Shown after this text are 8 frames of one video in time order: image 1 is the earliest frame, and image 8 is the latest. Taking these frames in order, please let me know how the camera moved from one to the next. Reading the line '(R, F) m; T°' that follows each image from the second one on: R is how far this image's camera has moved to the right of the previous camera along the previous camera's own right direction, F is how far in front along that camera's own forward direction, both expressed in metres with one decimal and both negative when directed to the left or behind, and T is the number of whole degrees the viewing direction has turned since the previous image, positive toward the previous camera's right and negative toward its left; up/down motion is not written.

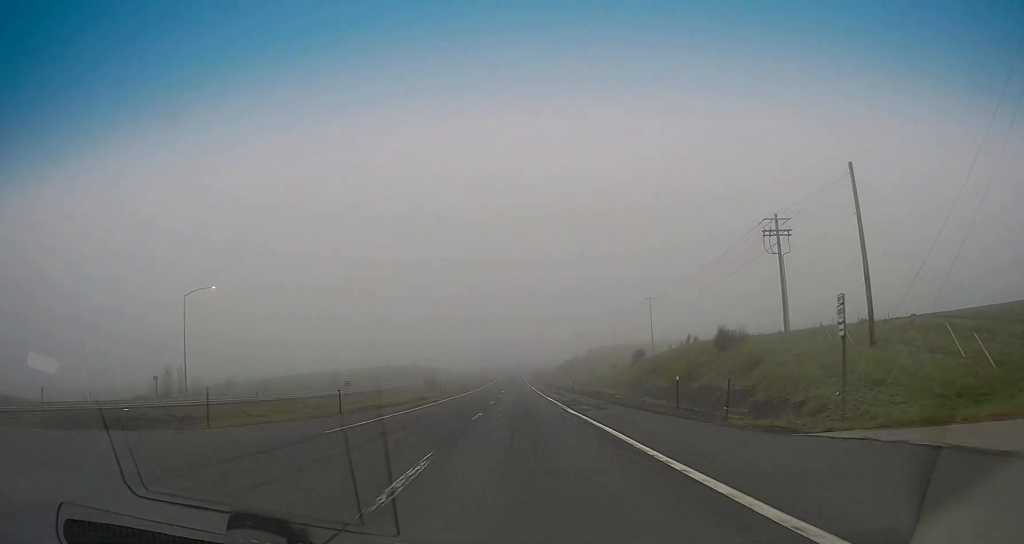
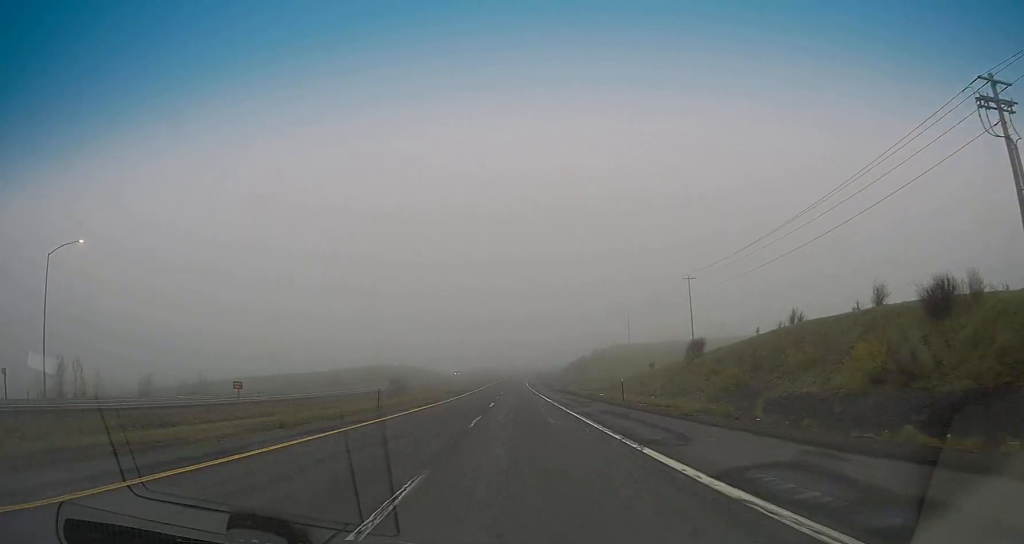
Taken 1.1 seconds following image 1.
(+0.3, +29.8) m; -1°
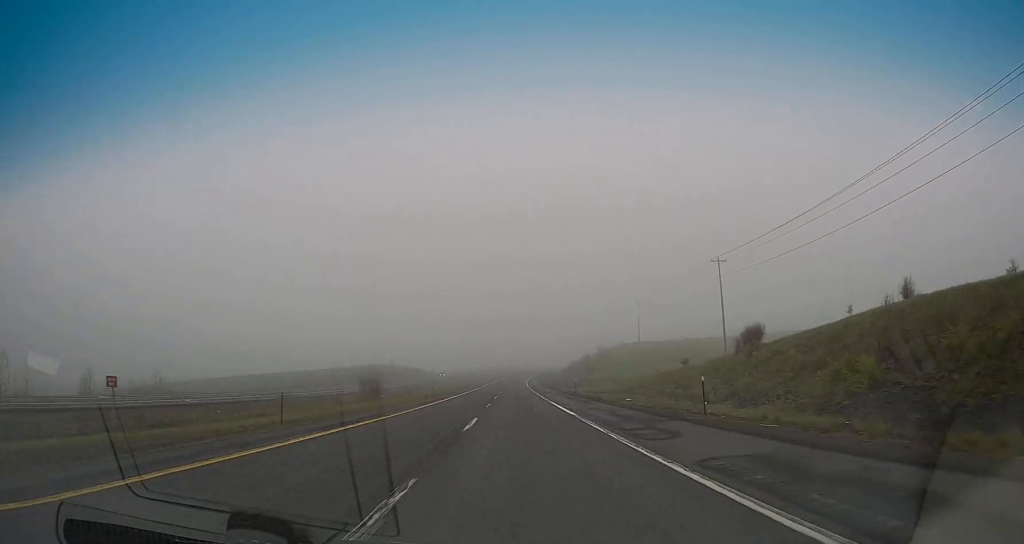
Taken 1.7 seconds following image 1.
(-0.4, +15.7) m; 0°
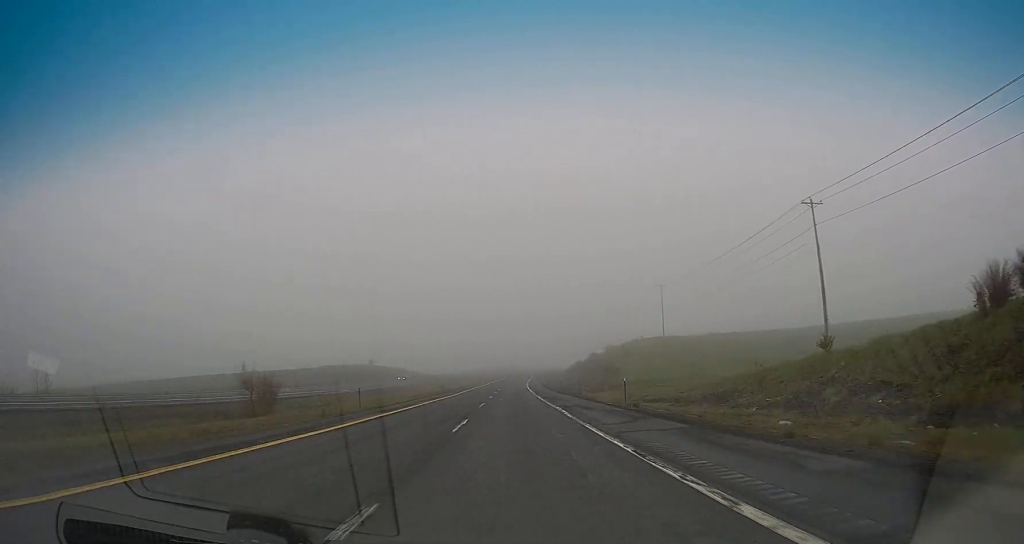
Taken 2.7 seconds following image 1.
(+0.1, +30.1) m; +1°
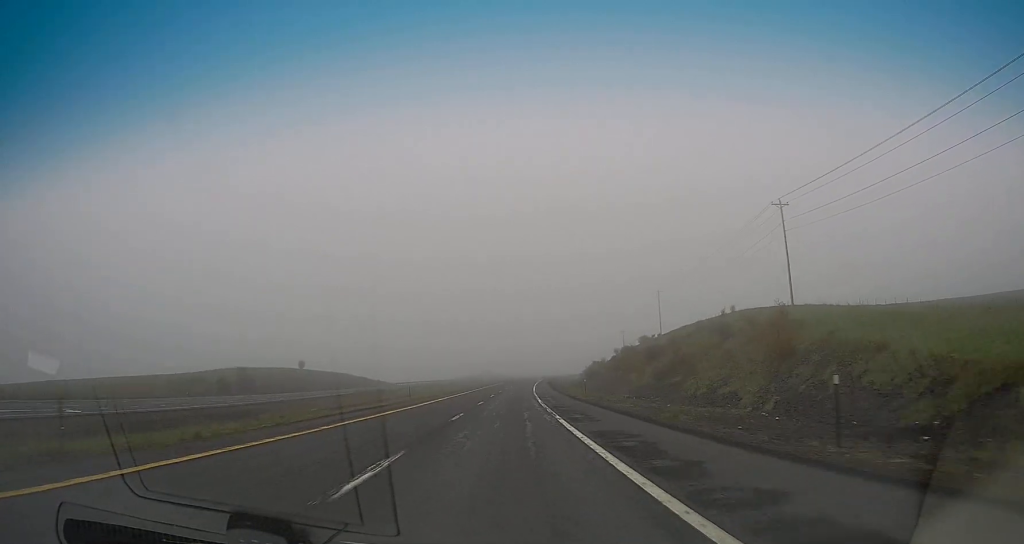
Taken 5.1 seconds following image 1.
(-0.3, +69.0) m; 0°
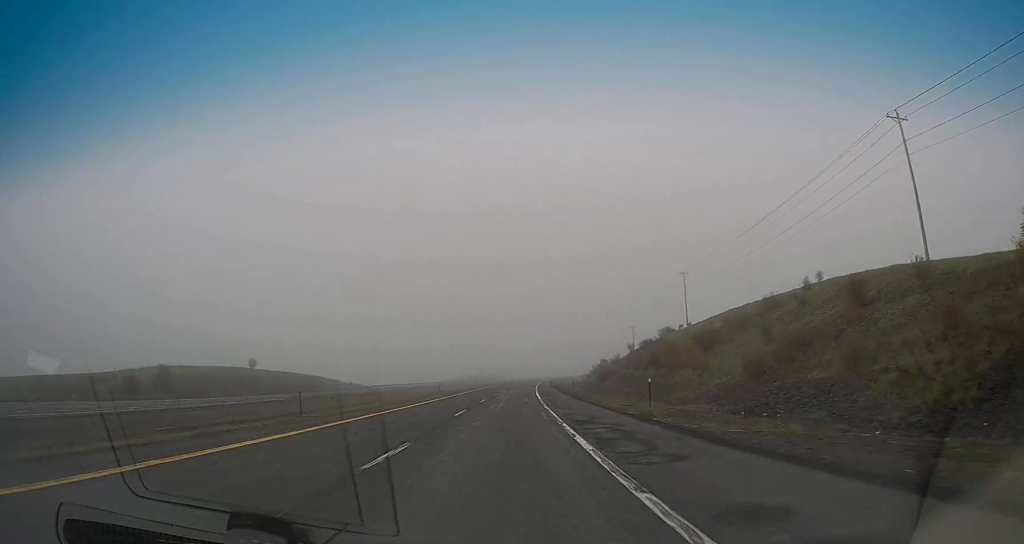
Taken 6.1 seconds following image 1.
(+0.6, +27.9) m; +1°
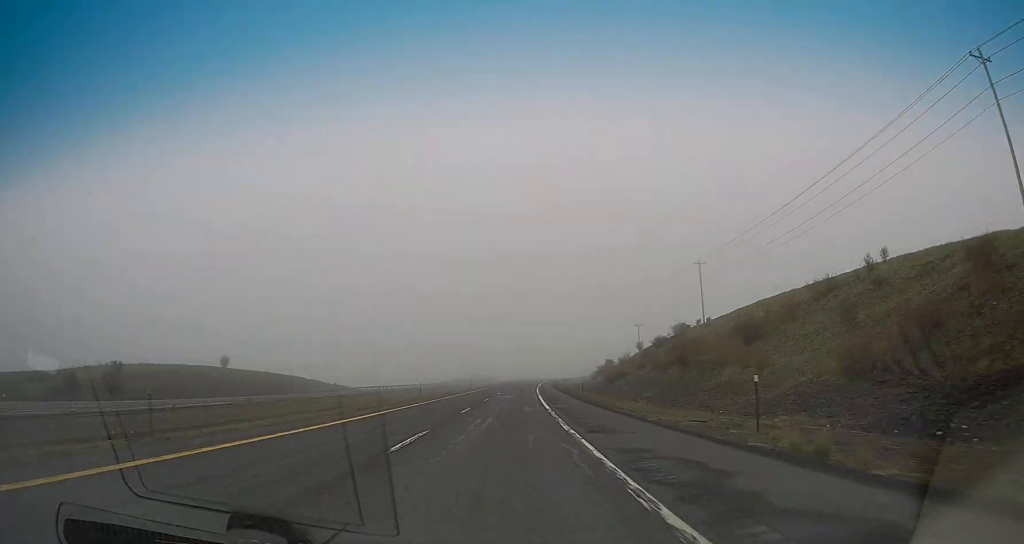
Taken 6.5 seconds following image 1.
(-0.2, +12.4) m; 0°
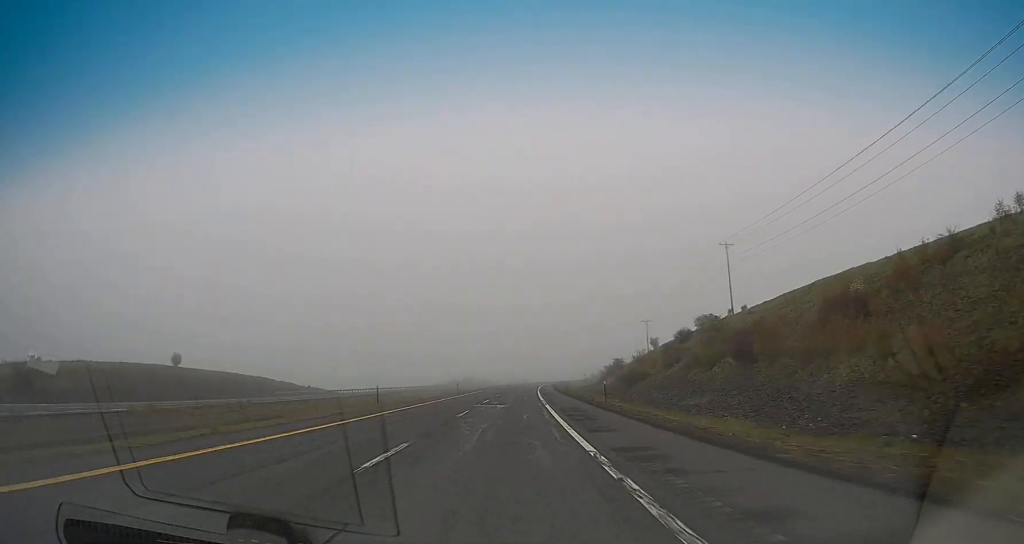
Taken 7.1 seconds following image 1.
(-0.1, +17.2) m; 0°
